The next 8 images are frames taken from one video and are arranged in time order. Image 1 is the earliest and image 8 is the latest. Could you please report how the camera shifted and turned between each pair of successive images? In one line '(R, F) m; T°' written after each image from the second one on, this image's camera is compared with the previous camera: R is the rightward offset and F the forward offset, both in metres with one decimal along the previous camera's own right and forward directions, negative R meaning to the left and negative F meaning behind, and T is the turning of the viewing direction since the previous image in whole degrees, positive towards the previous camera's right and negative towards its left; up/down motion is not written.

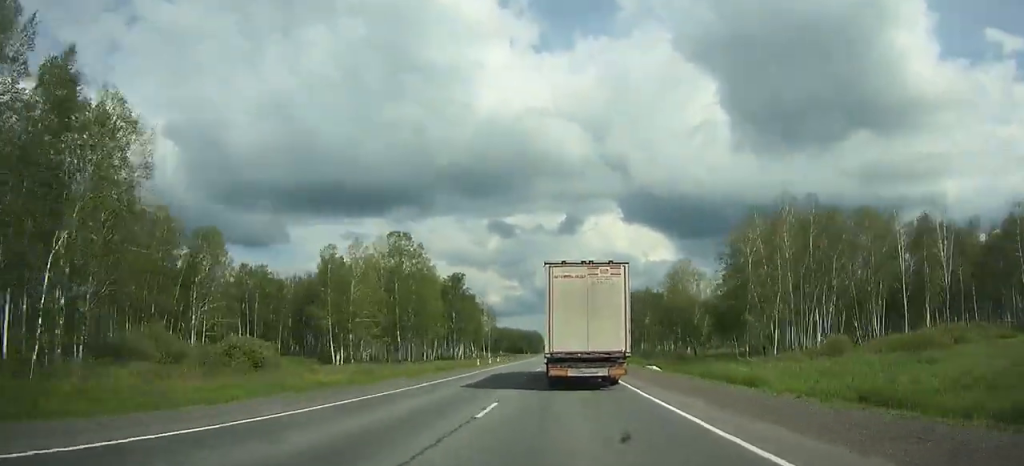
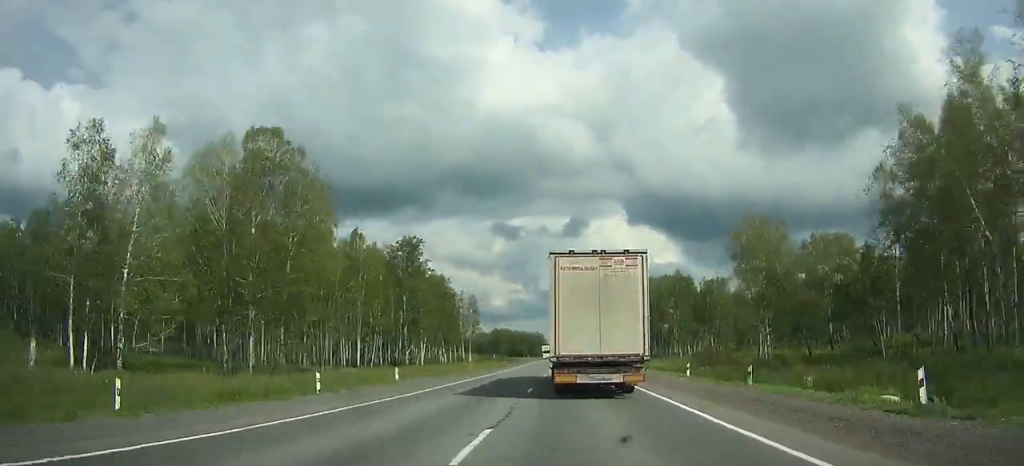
(0.0, +51.6) m; 0°
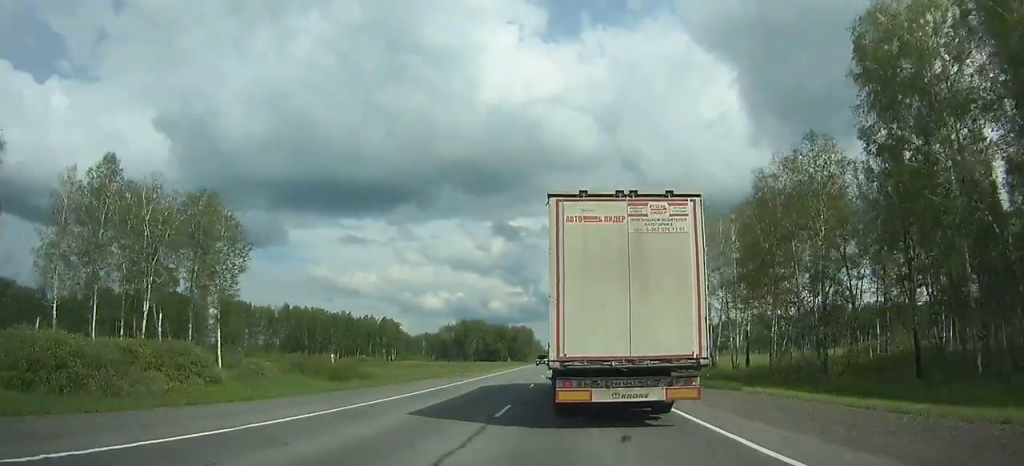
(-0.1, +154.9) m; 0°
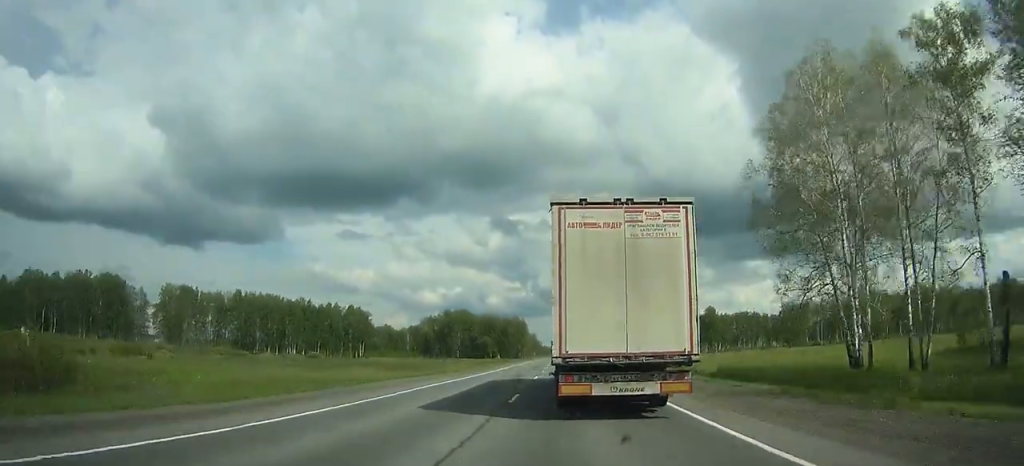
(+0.1, +45.4) m; 0°
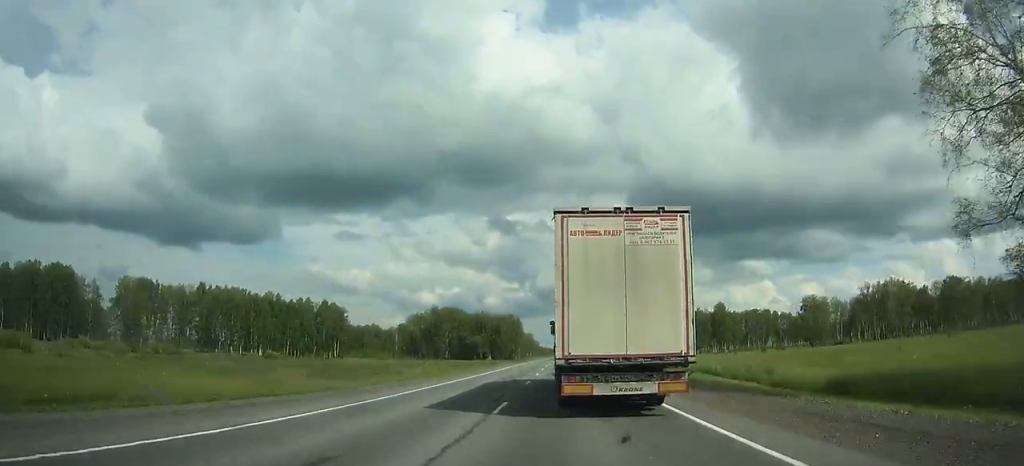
(-0.1, +27.1) m; 0°
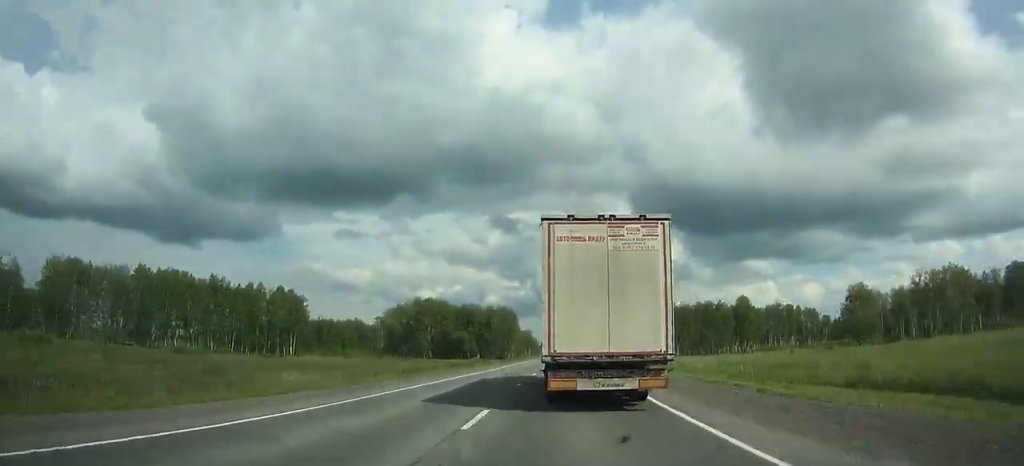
(+0.3, +39.3) m; 0°
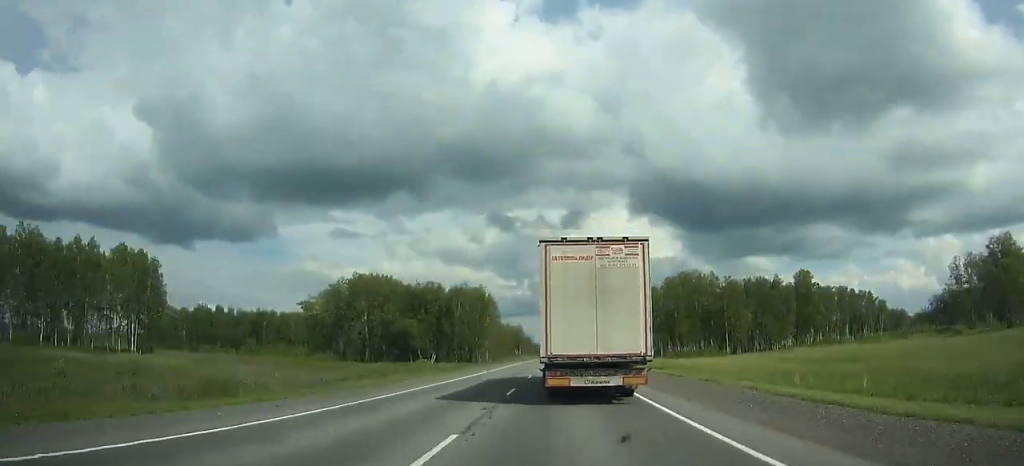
(+0.2, +75.8) m; 0°
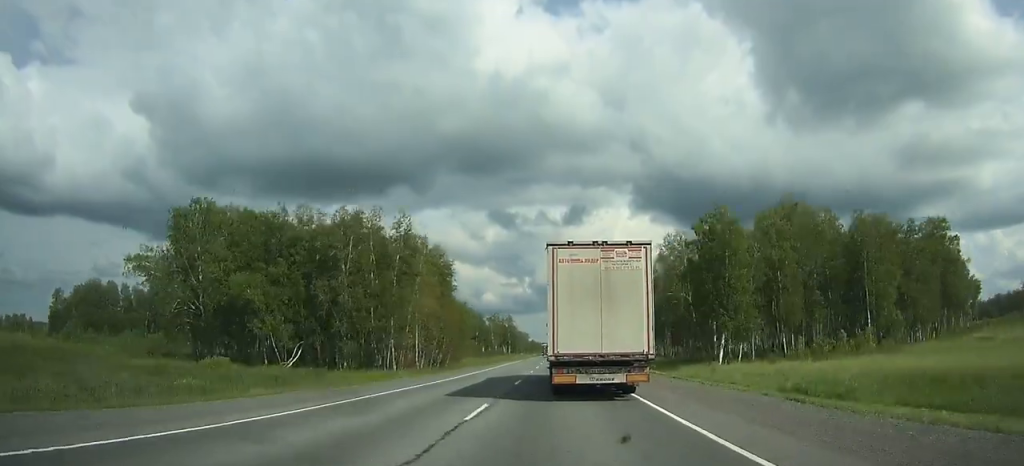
(0.0, +77.9) m; 0°
